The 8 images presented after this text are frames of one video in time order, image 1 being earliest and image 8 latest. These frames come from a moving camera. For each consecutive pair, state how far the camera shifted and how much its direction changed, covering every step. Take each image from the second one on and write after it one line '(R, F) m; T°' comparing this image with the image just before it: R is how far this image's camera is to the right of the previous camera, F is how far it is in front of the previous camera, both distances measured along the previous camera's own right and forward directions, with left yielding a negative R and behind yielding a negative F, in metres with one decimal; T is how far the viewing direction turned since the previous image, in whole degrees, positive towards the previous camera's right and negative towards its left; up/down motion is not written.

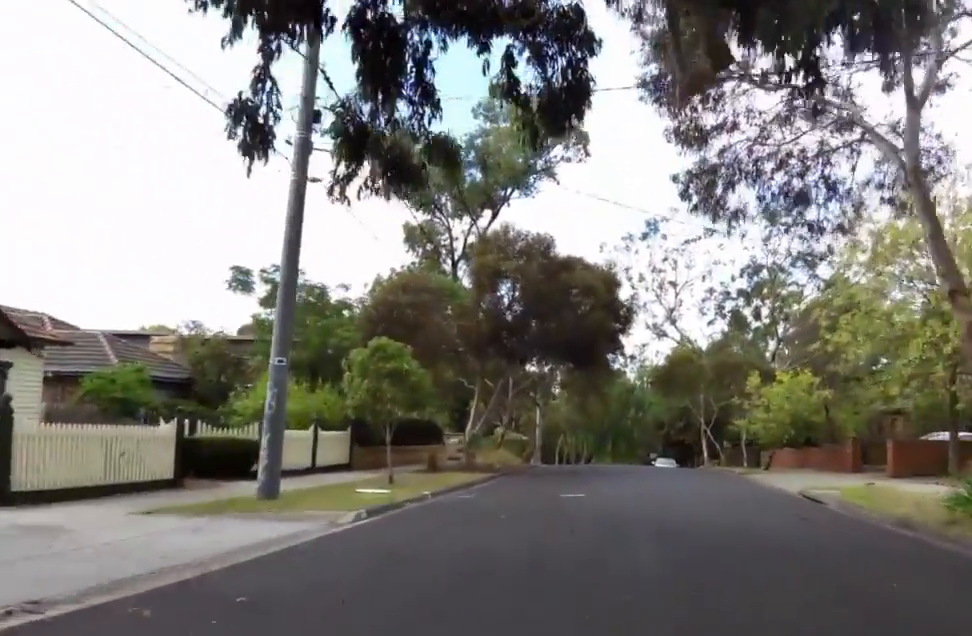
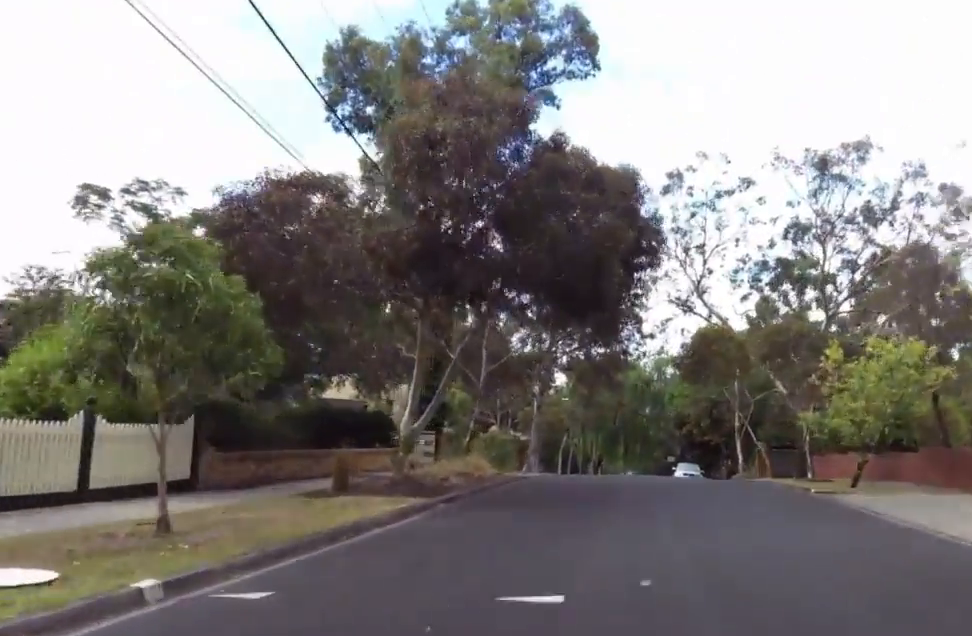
(-0.9, +9.3) m; -5°
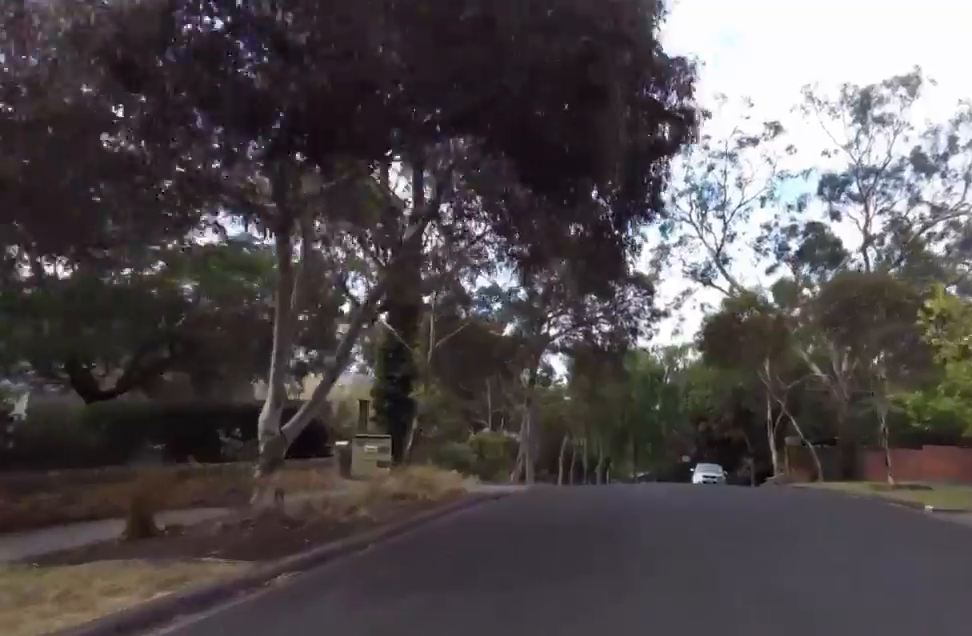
(0.0, +6.2) m; +6°
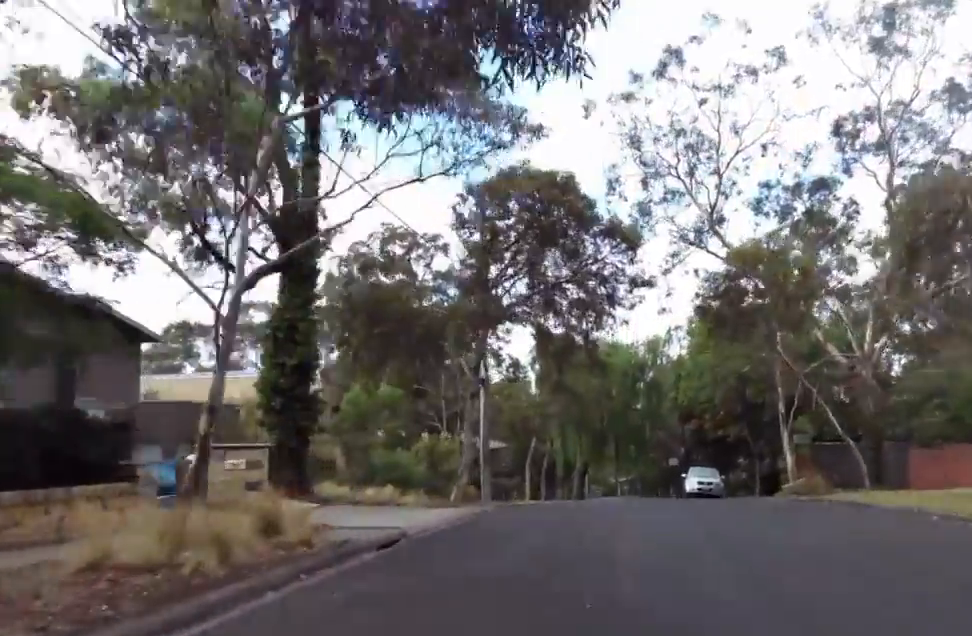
(+0.6, +6.6) m; 0°
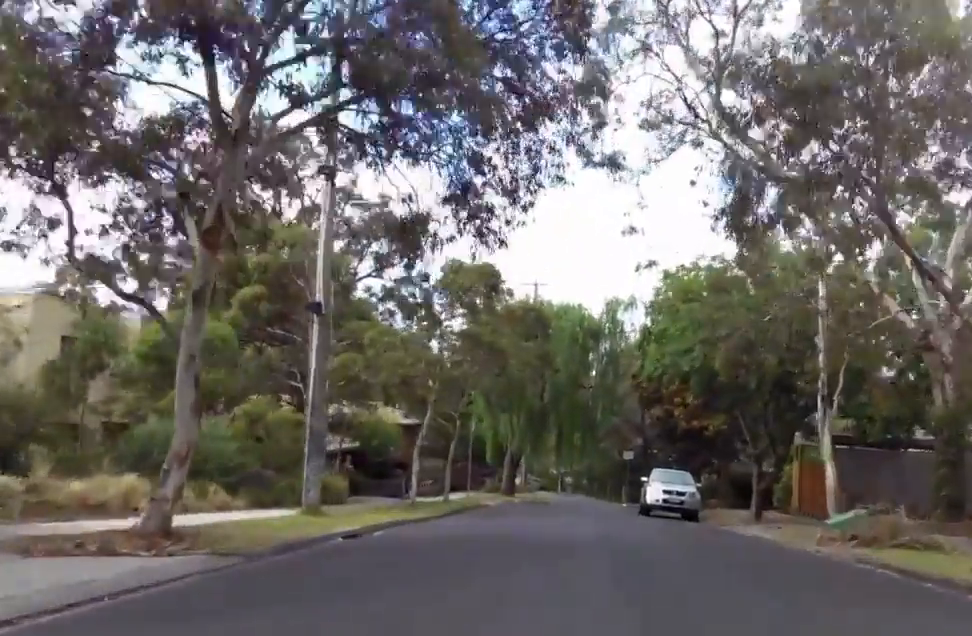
(-0.2, +11.0) m; +1°
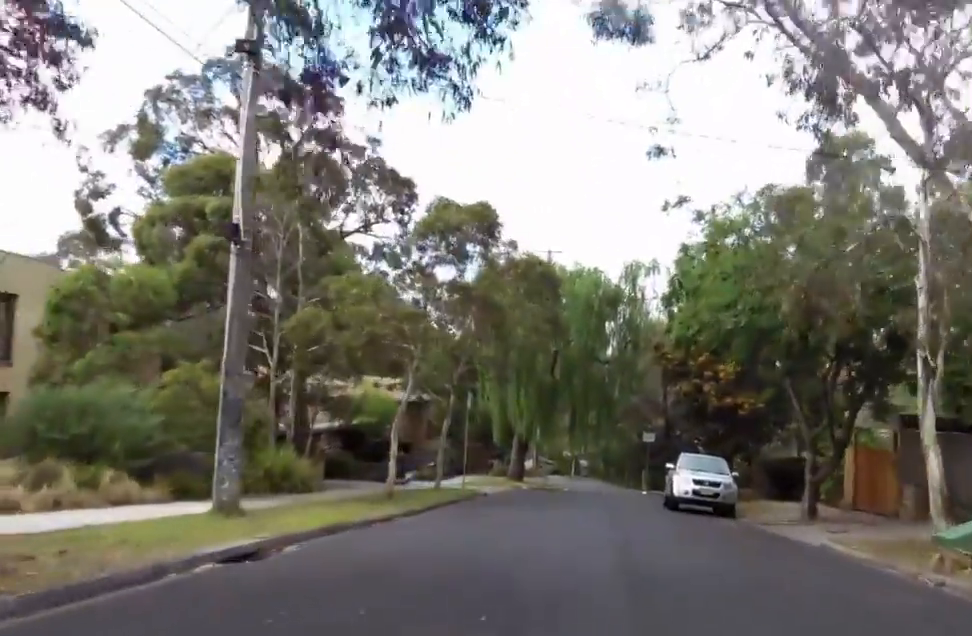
(+0.5, +4.3) m; -1°
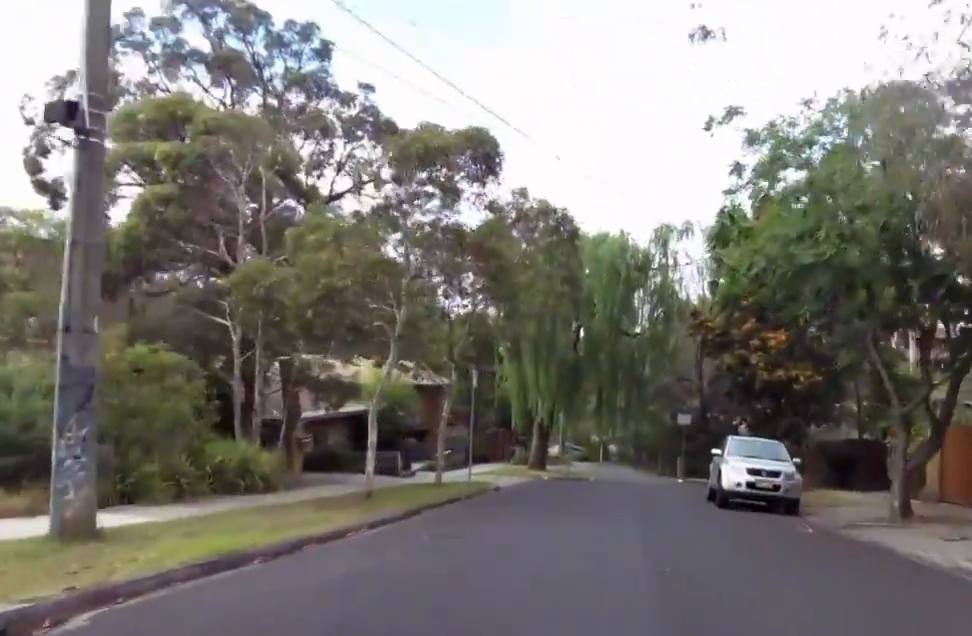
(-0.6, +4.2) m; -5°
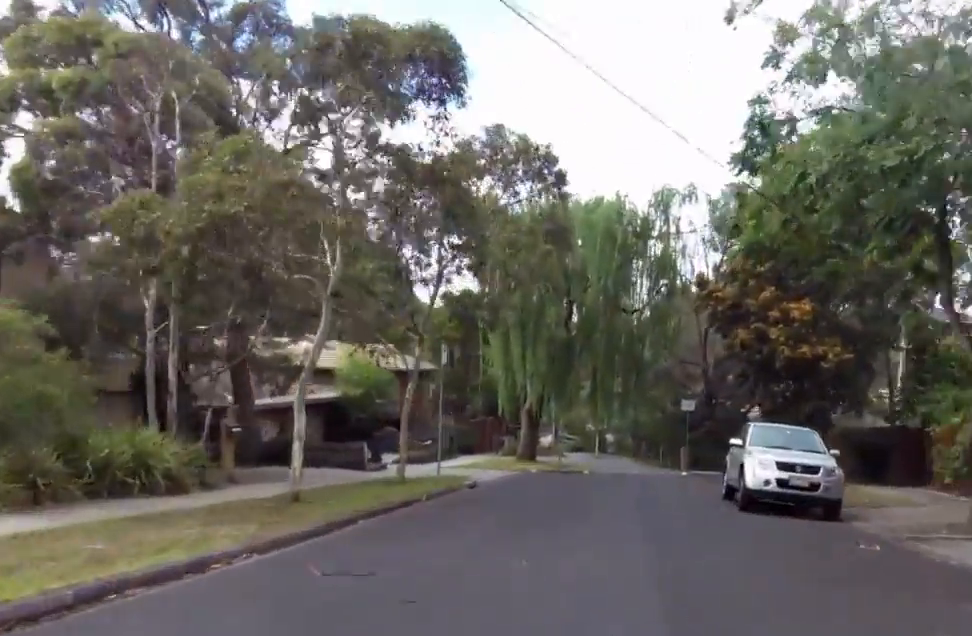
(-0.2, +3.4) m; -2°
